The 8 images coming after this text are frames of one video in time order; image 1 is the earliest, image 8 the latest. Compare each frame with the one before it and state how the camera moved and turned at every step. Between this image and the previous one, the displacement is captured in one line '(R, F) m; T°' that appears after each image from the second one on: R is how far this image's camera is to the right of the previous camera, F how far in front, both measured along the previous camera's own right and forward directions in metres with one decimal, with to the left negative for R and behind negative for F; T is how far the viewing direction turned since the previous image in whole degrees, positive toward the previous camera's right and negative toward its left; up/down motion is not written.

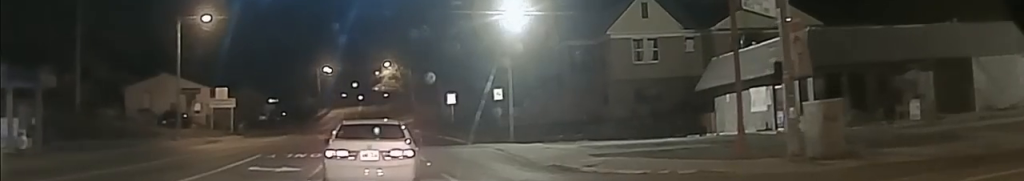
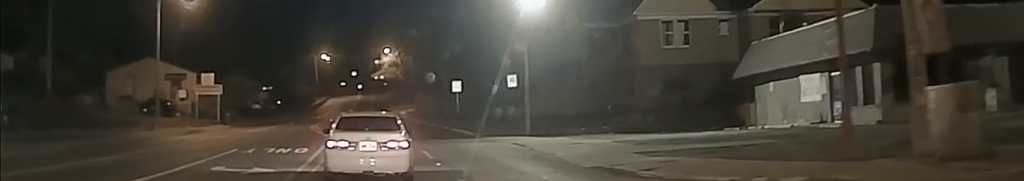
(-0.2, +5.6) m; -2°
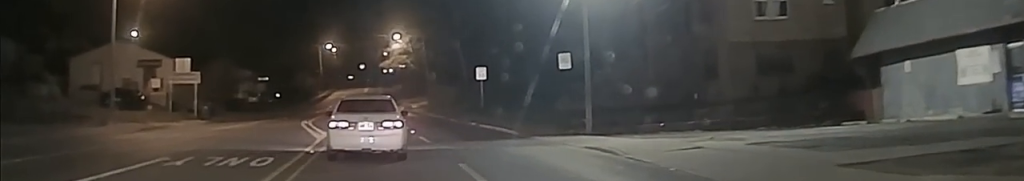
(-0.1, +13.2) m; 0°
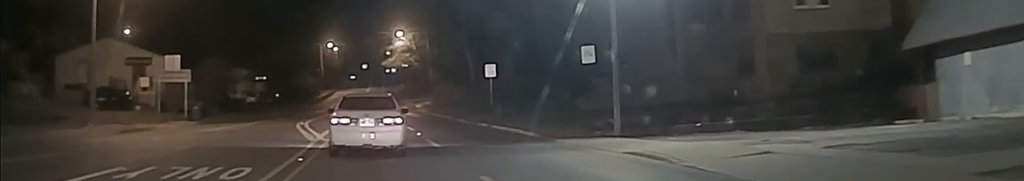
(+0.1, +4.6) m; -1°
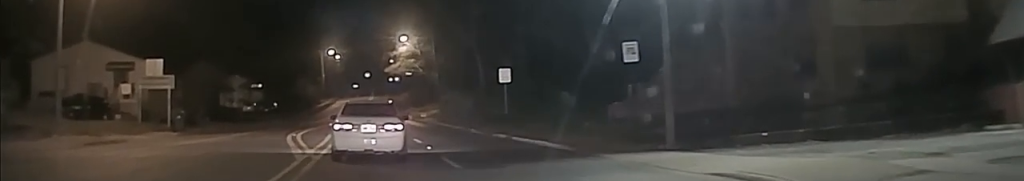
(+0.1, +5.7) m; -1°
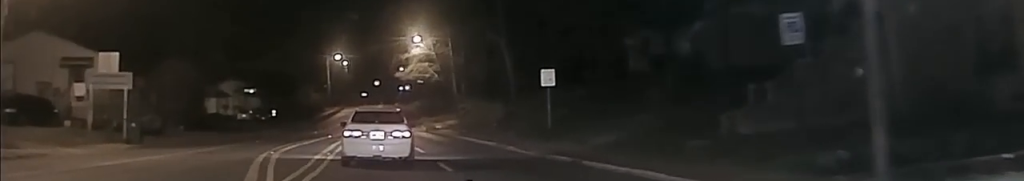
(-0.5, +12.0) m; -3°
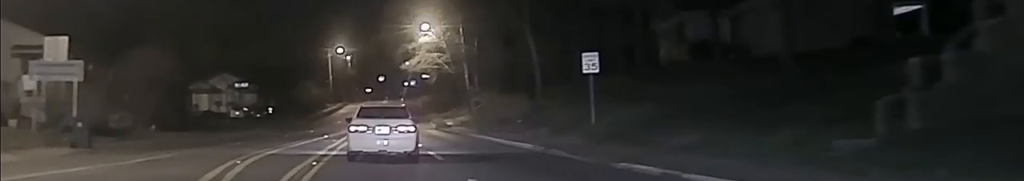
(-0.1, +8.3) m; 0°
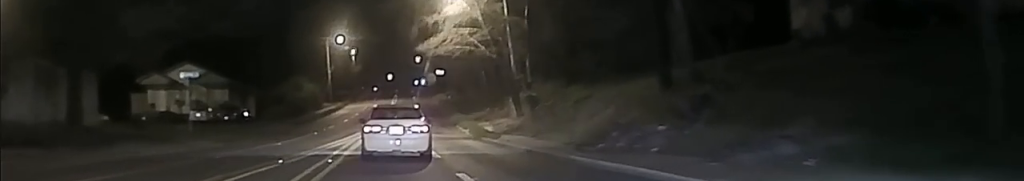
(0.0, +23.5) m; +1°
